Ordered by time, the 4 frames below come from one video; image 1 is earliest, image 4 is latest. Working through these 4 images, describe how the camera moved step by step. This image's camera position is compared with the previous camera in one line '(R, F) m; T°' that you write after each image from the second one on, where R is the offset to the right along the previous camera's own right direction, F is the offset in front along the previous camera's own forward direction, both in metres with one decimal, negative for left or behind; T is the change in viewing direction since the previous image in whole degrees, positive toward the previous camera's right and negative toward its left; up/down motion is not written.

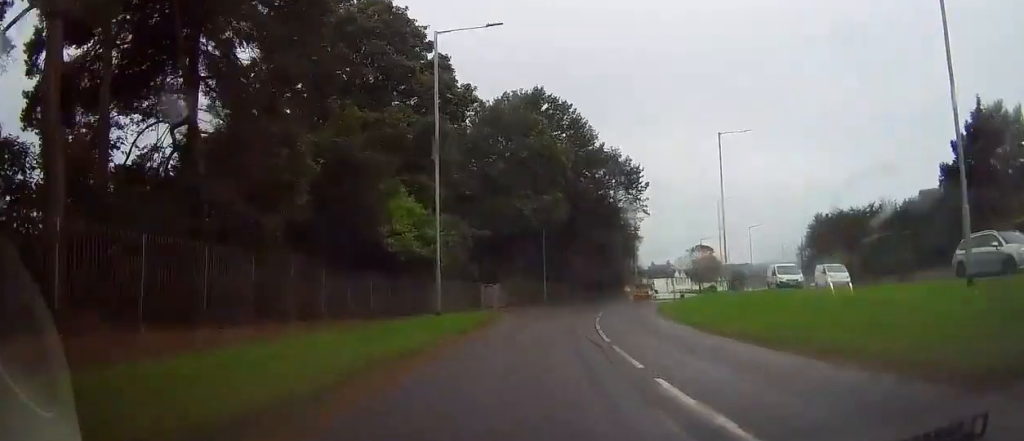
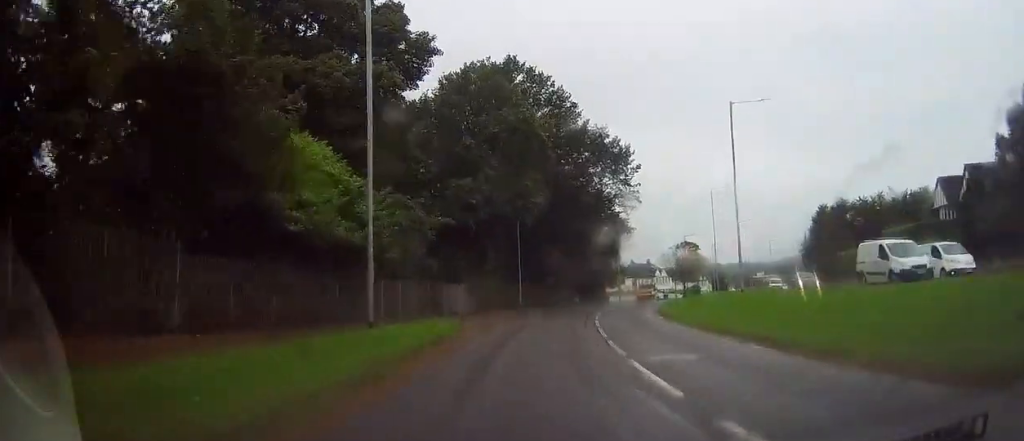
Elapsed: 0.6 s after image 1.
(-0.1, +9.0) m; +1°
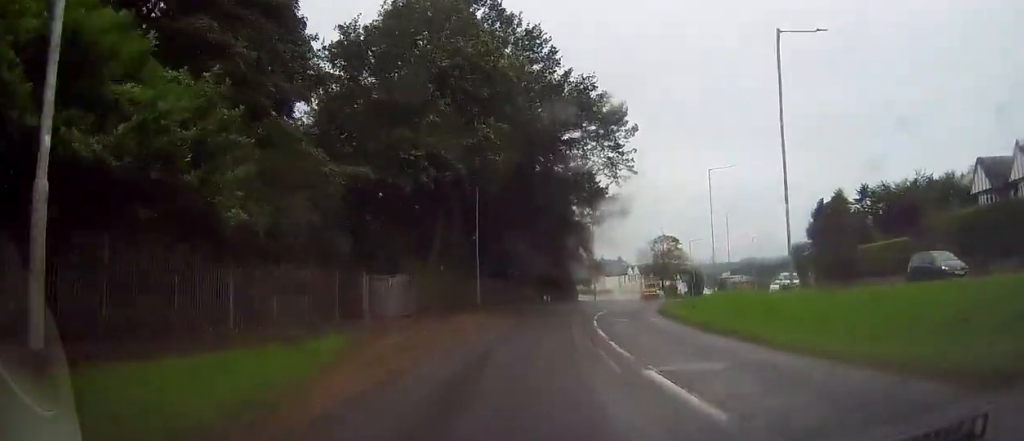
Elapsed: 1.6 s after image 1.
(+0.4, +13.1) m; +4°
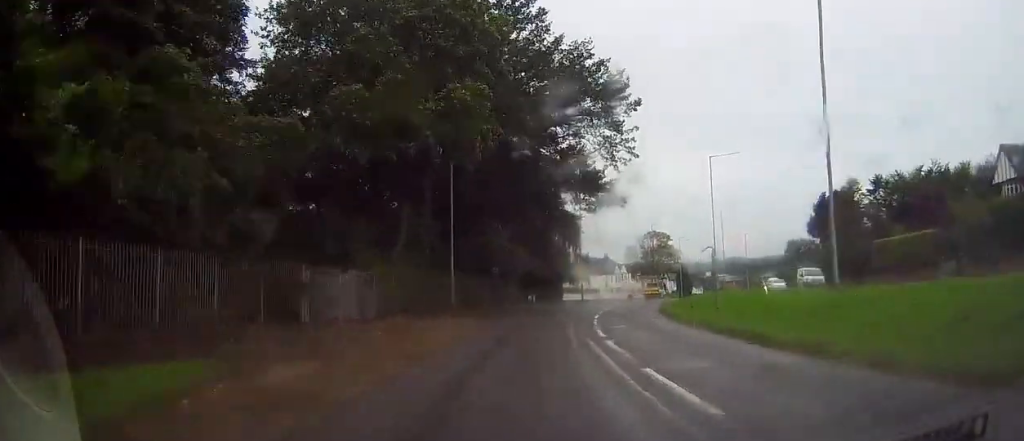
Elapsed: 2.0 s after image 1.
(+0.2, +6.1) m; +1°
